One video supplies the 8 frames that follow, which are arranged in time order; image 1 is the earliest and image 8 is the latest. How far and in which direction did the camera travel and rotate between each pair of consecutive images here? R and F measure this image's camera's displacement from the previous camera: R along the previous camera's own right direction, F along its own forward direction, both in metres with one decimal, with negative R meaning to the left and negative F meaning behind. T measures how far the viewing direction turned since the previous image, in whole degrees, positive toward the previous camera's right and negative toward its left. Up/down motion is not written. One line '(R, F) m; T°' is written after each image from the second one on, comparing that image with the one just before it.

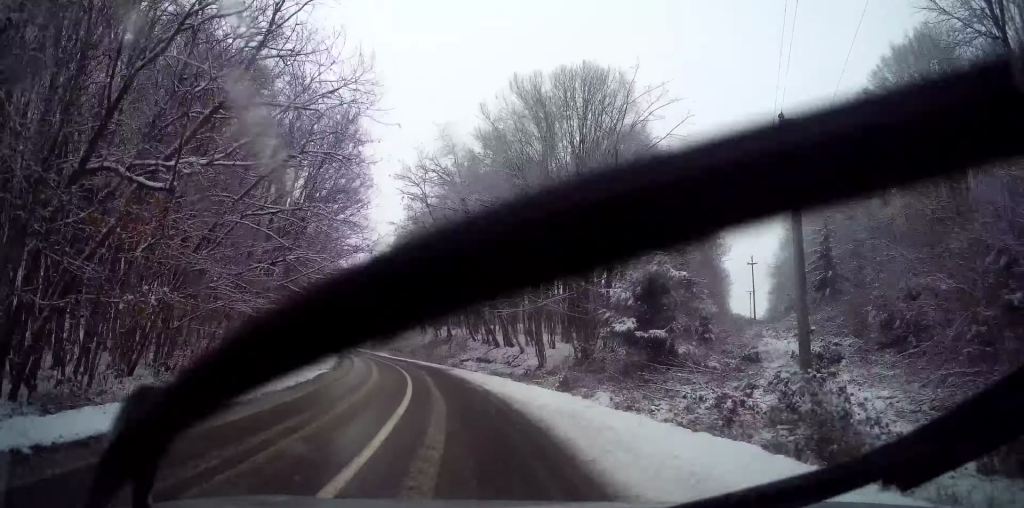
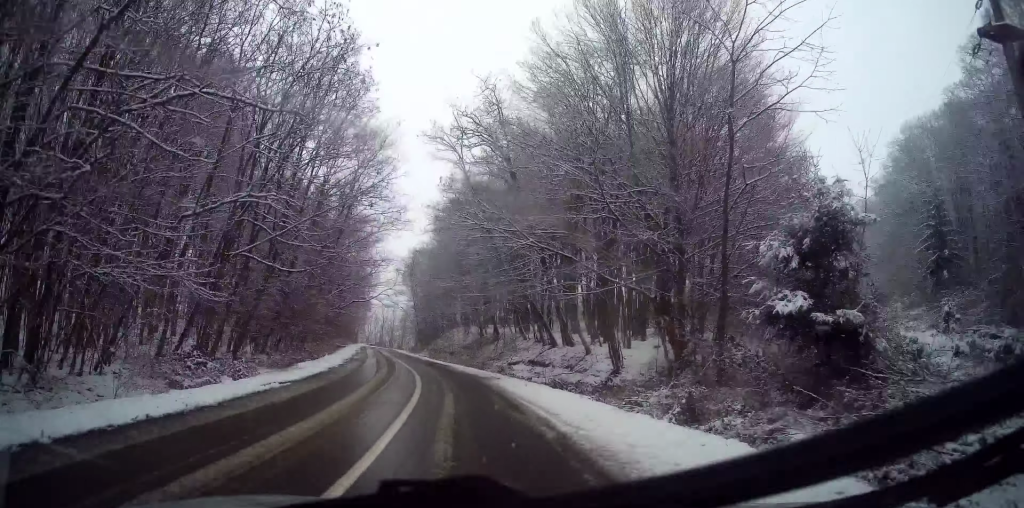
(-1.0, +9.5) m; -6°
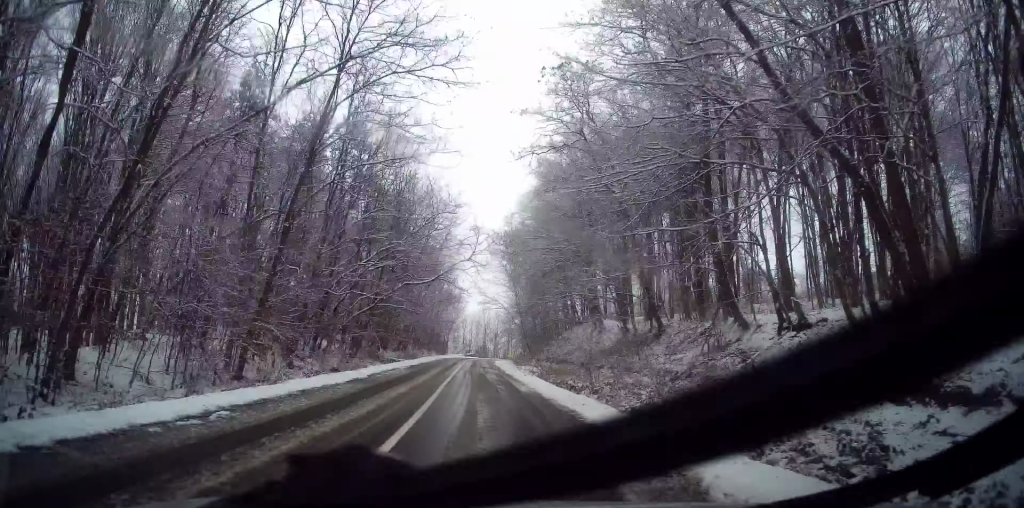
(-2.7, +27.0) m; -9°
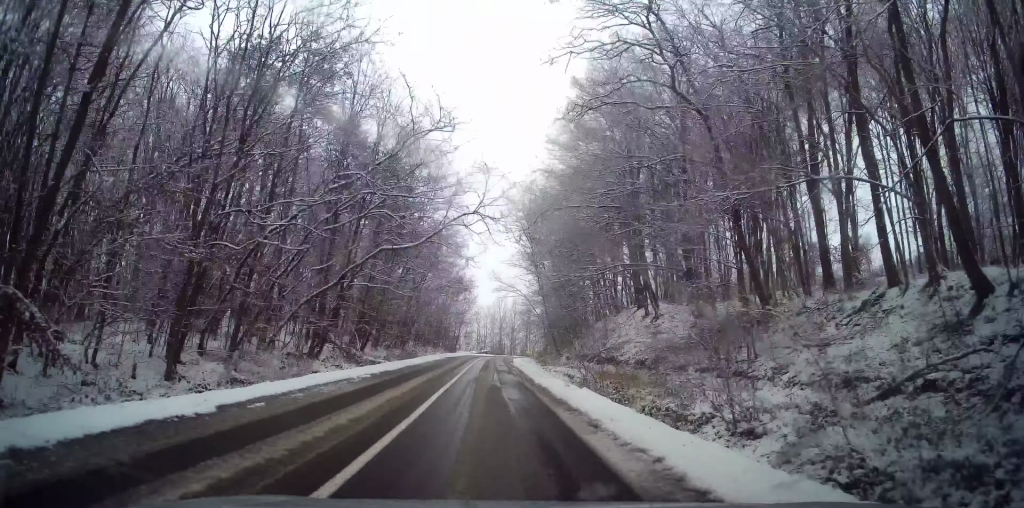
(-0.2, +12.1) m; -2°
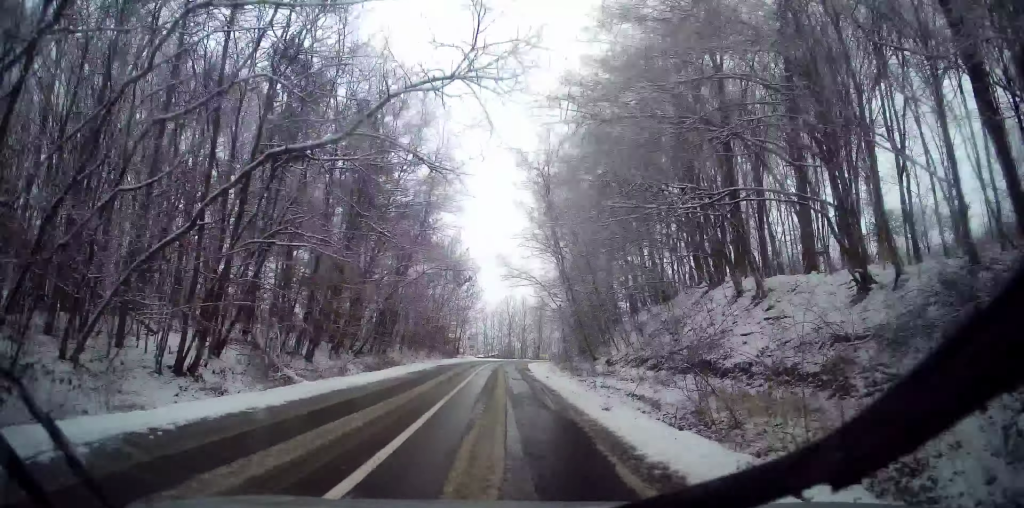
(-0.3, +13.7) m; -3°
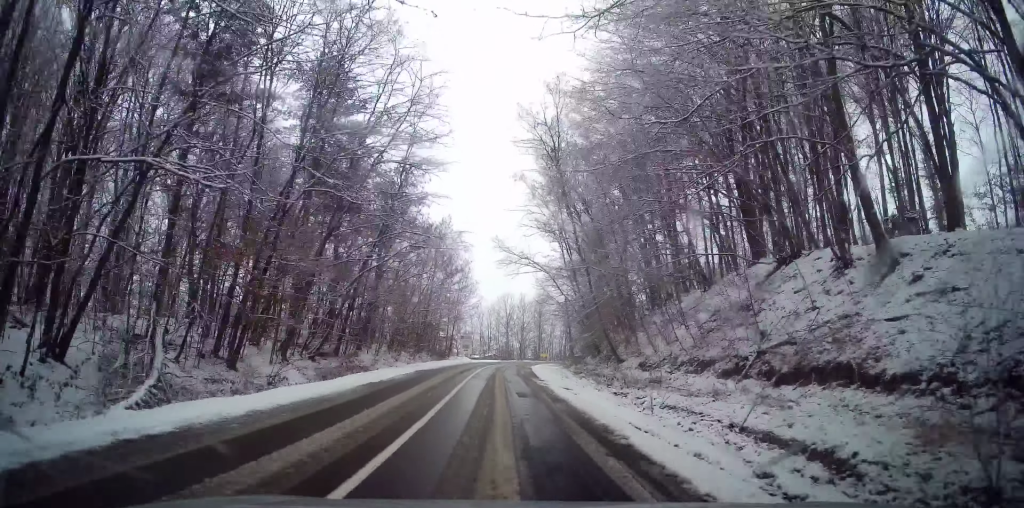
(-0.2, +8.3) m; -2°
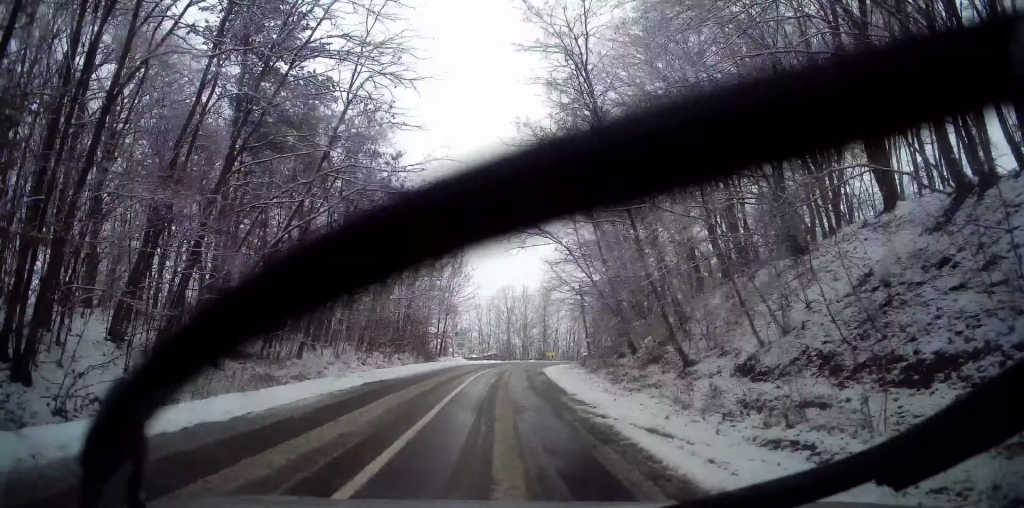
(-0.3, +10.3) m; -1°
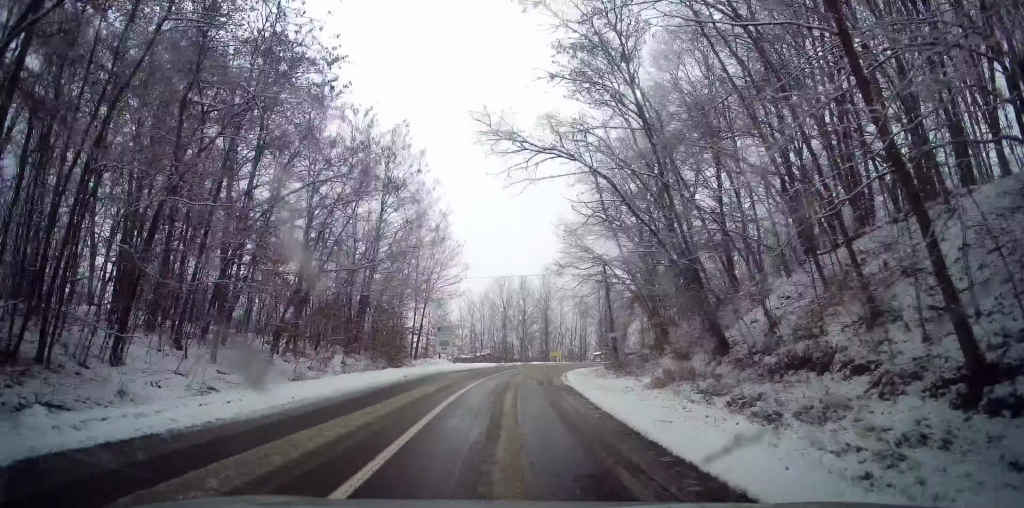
(0.0, +12.6) m; +2°
